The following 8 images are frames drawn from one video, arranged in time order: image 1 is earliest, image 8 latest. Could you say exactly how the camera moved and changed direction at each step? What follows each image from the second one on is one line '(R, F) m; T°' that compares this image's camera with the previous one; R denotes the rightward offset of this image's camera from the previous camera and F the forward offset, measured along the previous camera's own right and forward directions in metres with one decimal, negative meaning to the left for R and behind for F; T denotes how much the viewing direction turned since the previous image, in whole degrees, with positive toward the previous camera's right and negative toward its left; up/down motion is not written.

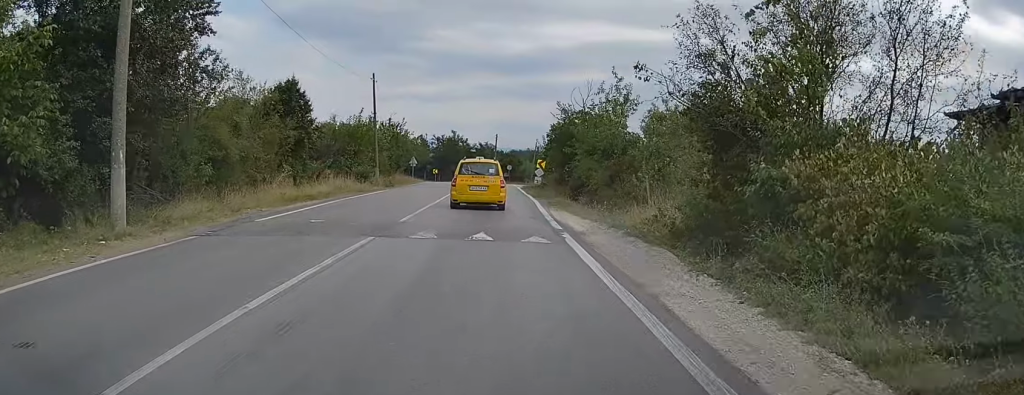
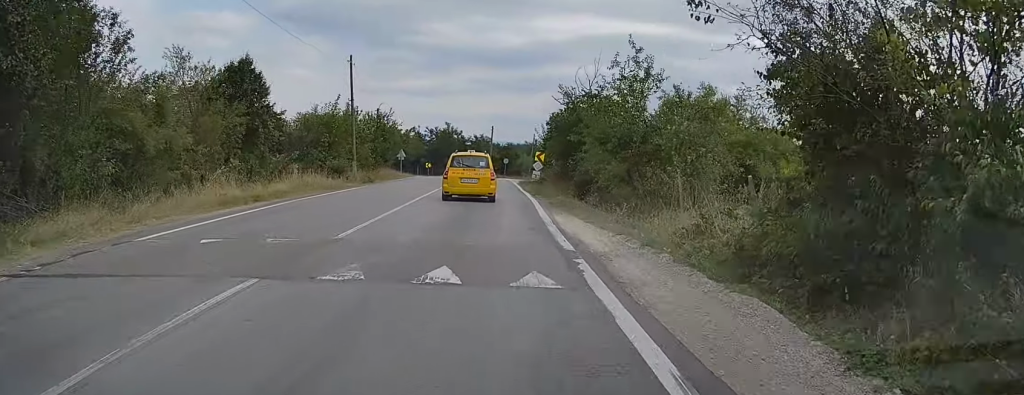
(+0.2, +5.5) m; 0°
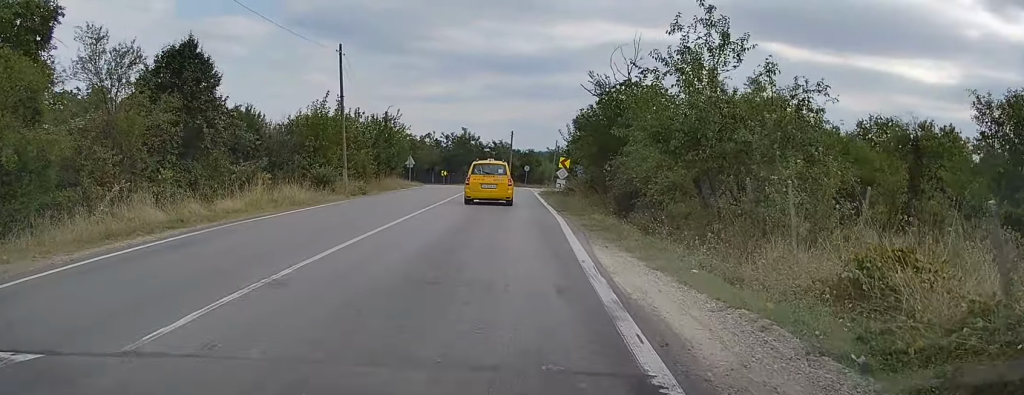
(-0.2, +6.9) m; -3°
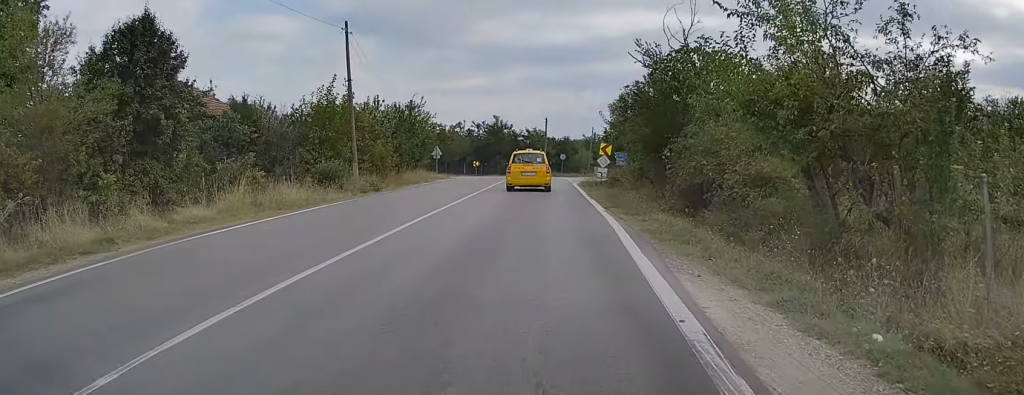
(-0.1, +4.6) m; -3°
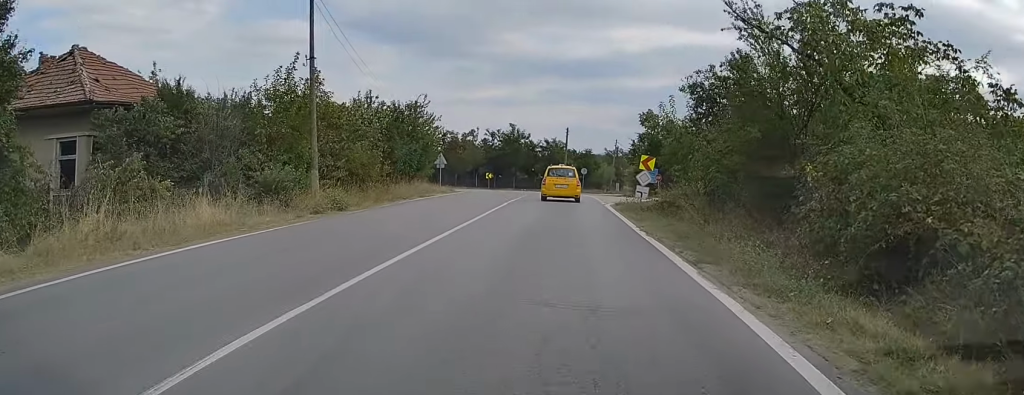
(-0.4, +8.1) m; -2°
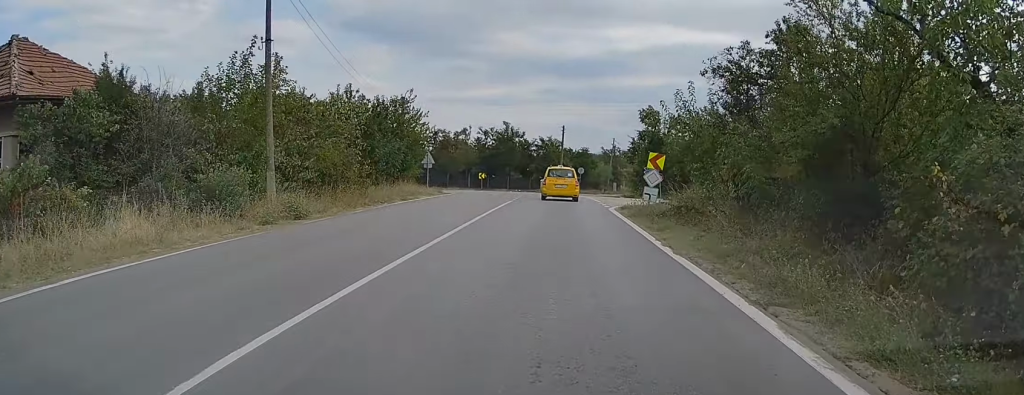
(-0.1, +3.4) m; +1°
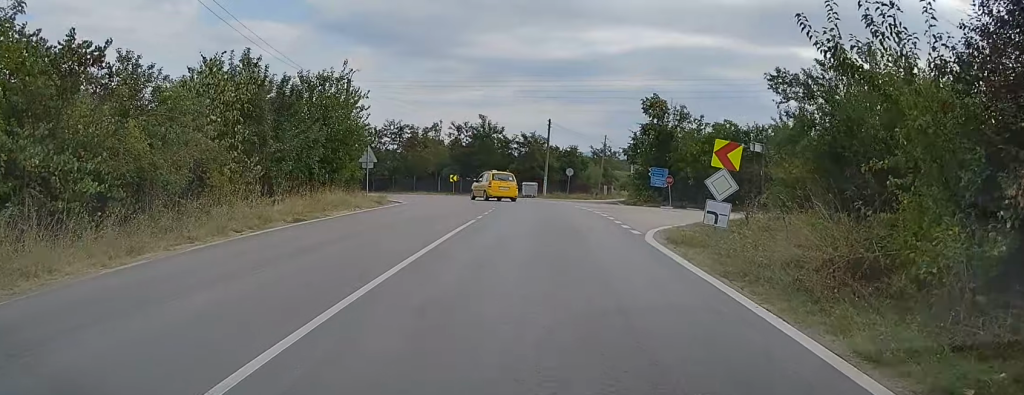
(+0.8, +12.1) m; +4°
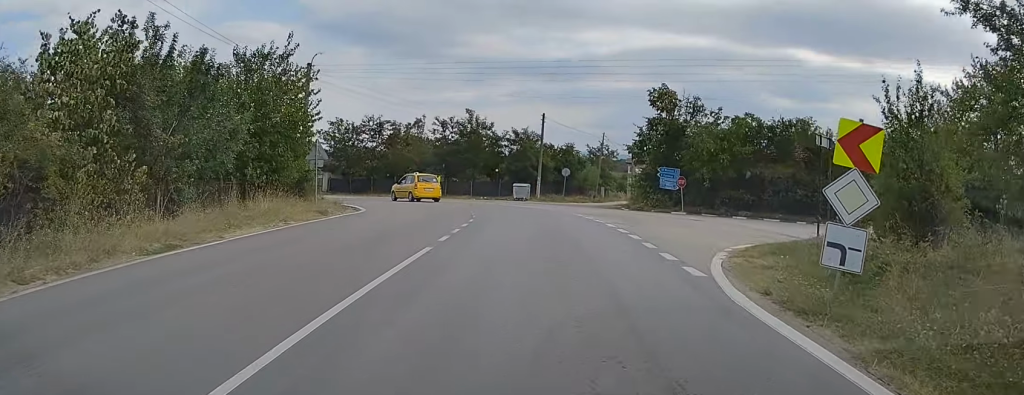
(-0.1, +6.9) m; -1°
